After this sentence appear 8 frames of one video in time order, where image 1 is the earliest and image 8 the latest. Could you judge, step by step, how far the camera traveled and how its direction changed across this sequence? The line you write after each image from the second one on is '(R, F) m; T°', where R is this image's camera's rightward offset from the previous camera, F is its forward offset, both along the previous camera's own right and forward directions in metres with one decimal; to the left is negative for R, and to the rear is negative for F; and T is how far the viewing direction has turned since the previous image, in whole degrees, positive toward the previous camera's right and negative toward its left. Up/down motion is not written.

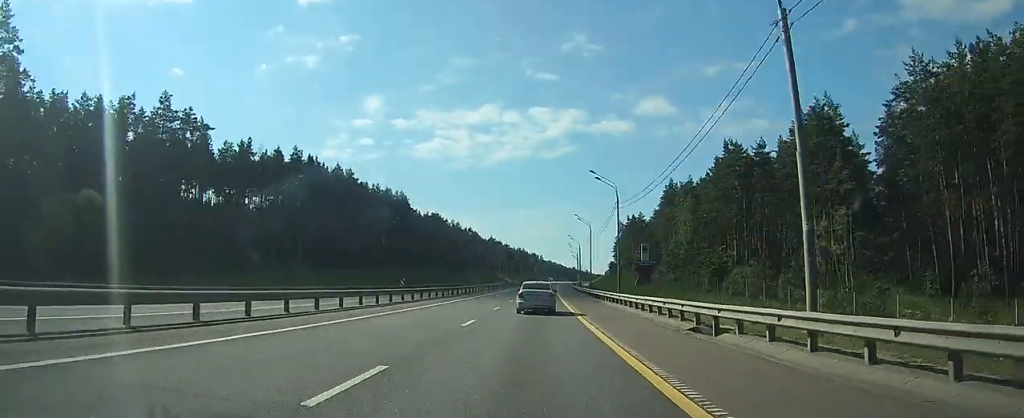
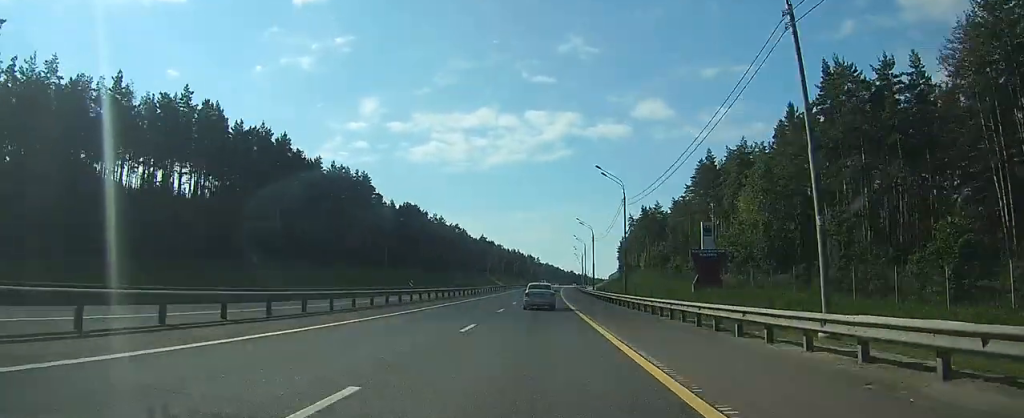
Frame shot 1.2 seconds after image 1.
(+0.2, +37.6) m; 0°
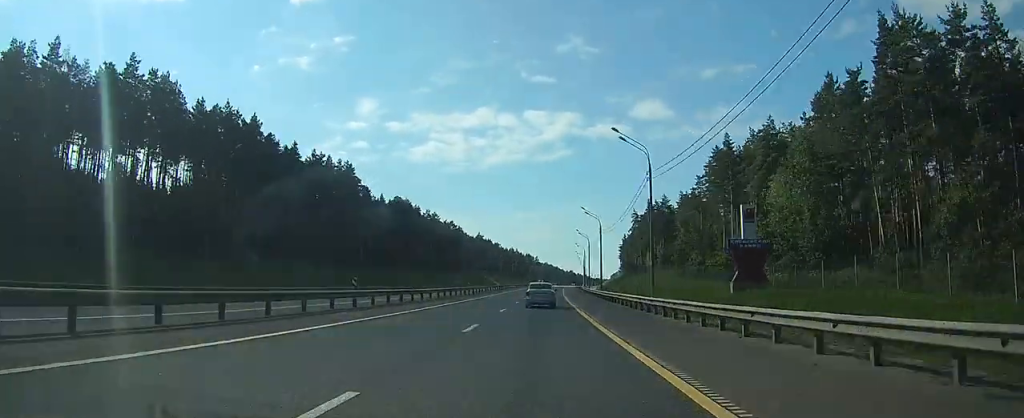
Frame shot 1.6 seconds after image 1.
(0.0, +12.2) m; 0°
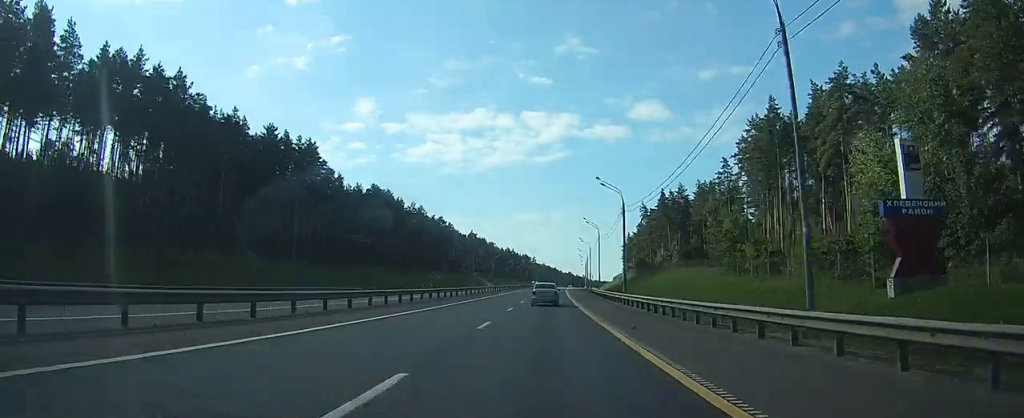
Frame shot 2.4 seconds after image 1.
(0.0, +22.3) m; 0°
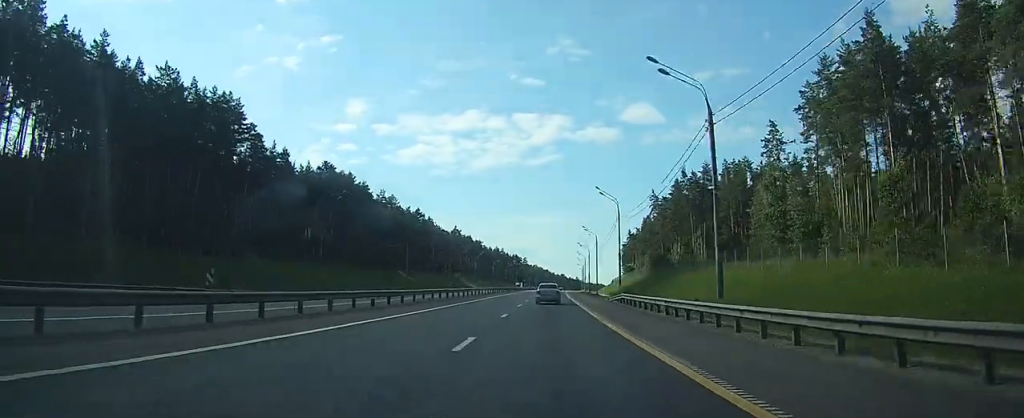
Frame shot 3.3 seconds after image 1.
(+0.2, +29.4) m; 0°
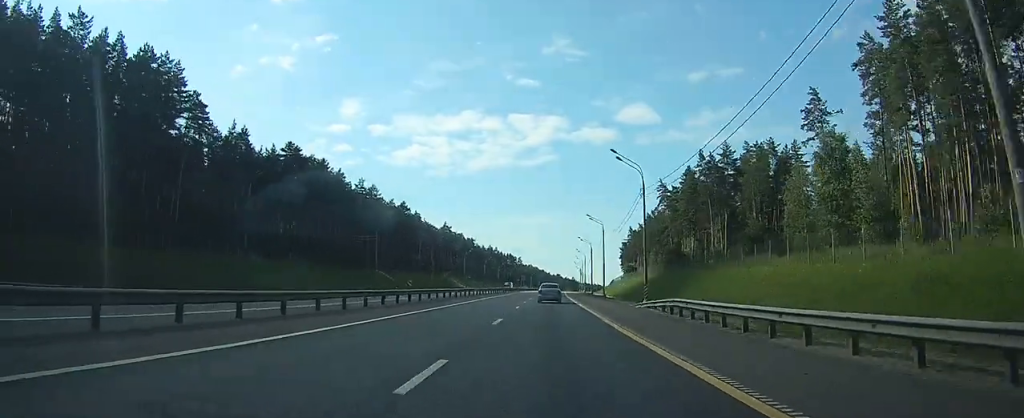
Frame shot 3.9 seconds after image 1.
(0.0, +16.3) m; 0°
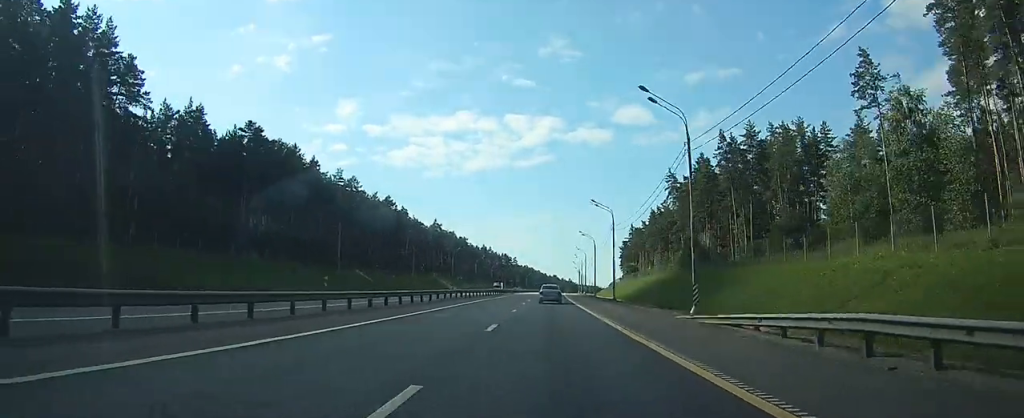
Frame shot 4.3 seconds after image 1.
(-0.1, +14.2) m; 0°
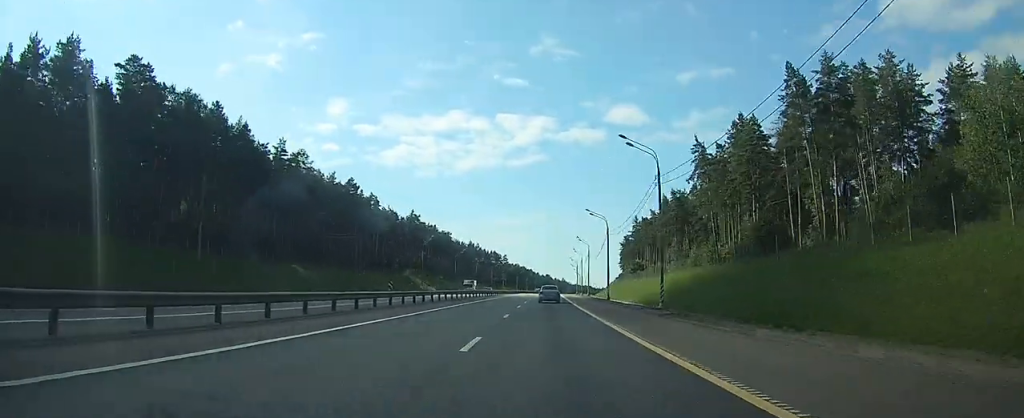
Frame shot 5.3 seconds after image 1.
(+0.2, +28.5) m; +1°
